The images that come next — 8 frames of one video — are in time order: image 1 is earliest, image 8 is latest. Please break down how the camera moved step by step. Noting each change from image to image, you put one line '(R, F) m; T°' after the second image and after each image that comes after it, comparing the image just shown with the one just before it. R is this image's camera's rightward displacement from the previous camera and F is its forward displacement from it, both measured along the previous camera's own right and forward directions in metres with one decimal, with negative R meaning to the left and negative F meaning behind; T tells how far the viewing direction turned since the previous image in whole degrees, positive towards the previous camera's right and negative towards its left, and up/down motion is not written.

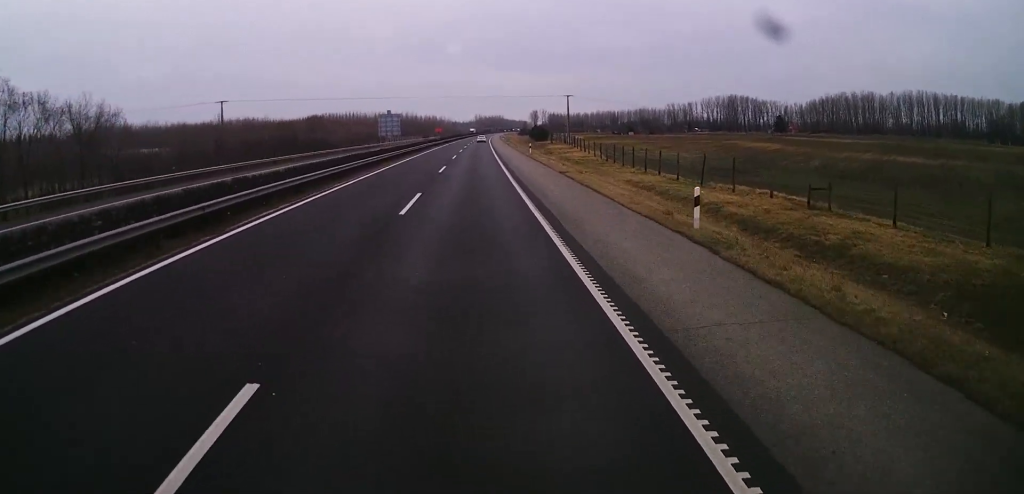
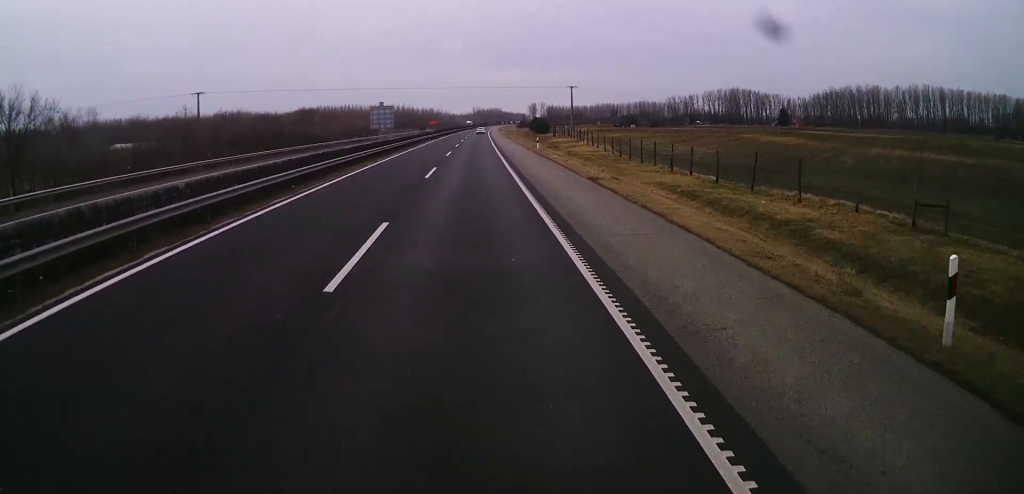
(0.0, +8.9) m; 0°
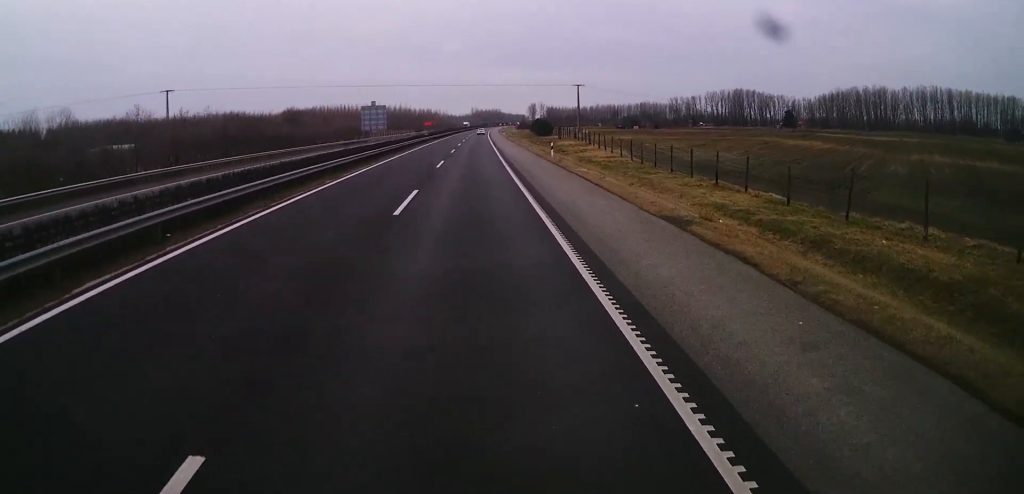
(0.0, +10.5) m; 0°
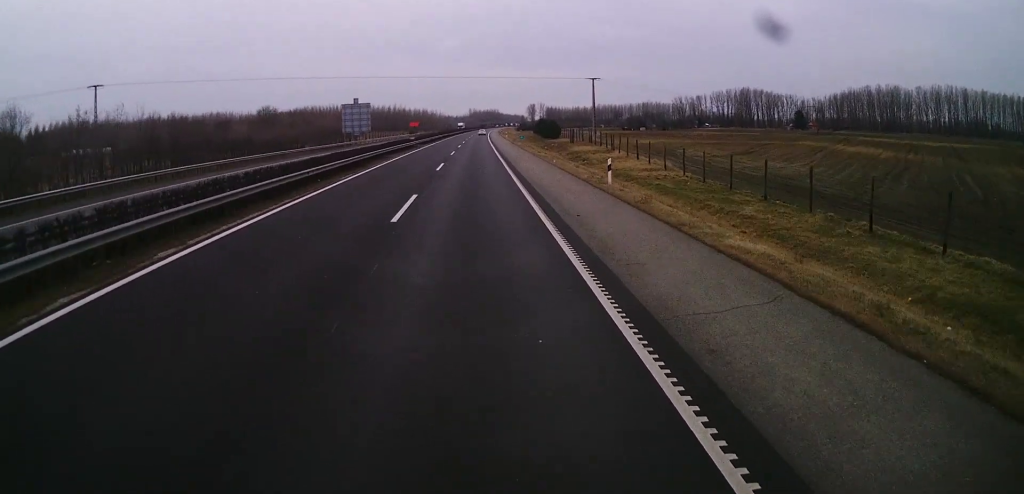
(0.0, +18.9) m; 0°
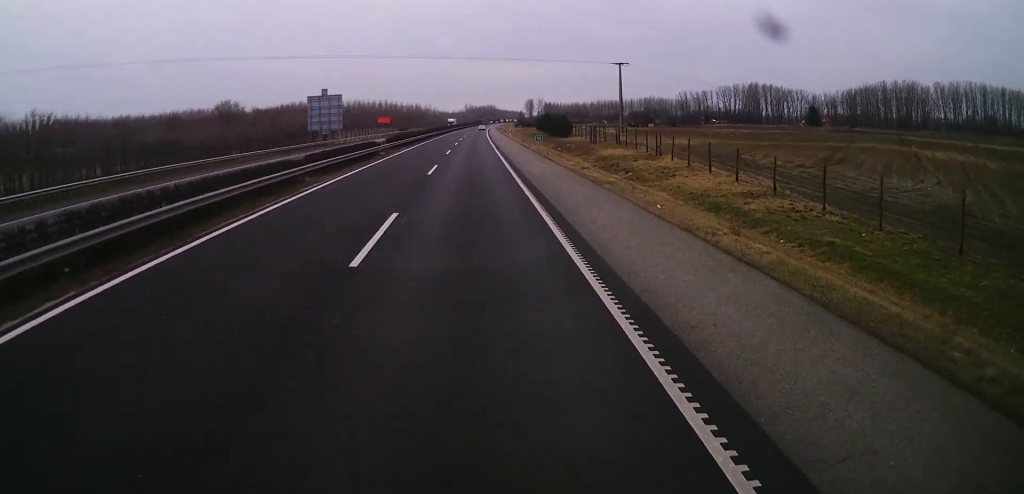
(0.0, +23.7) m; 0°
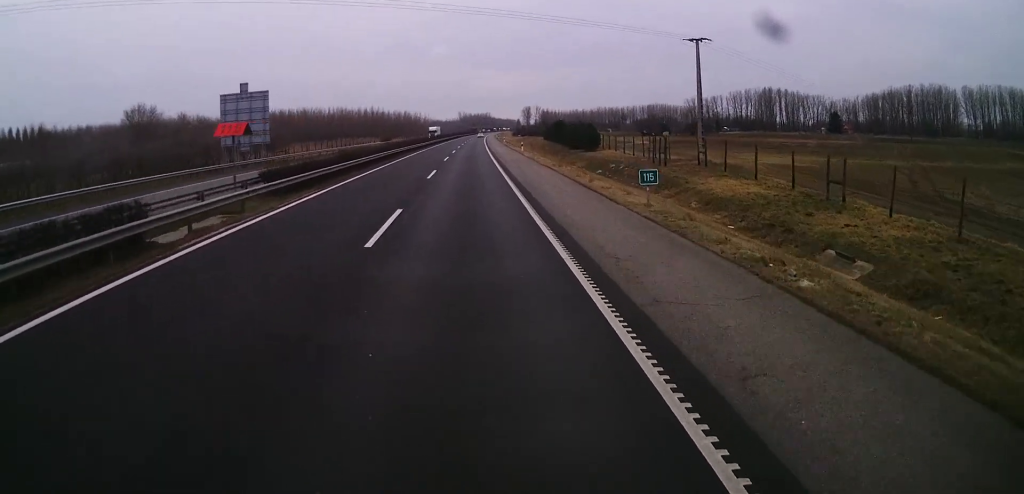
(+0.3, +34.5) m; +1°
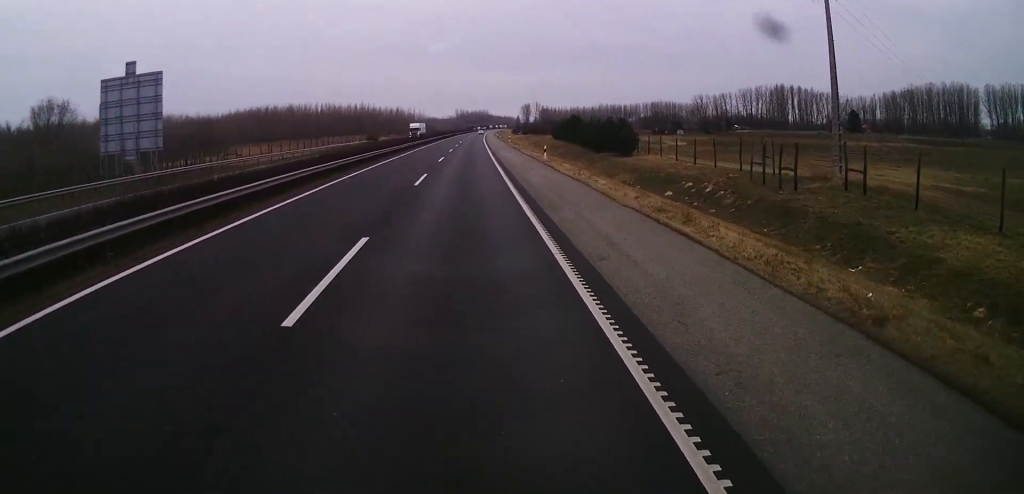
(0.0, +23.9) m; 0°
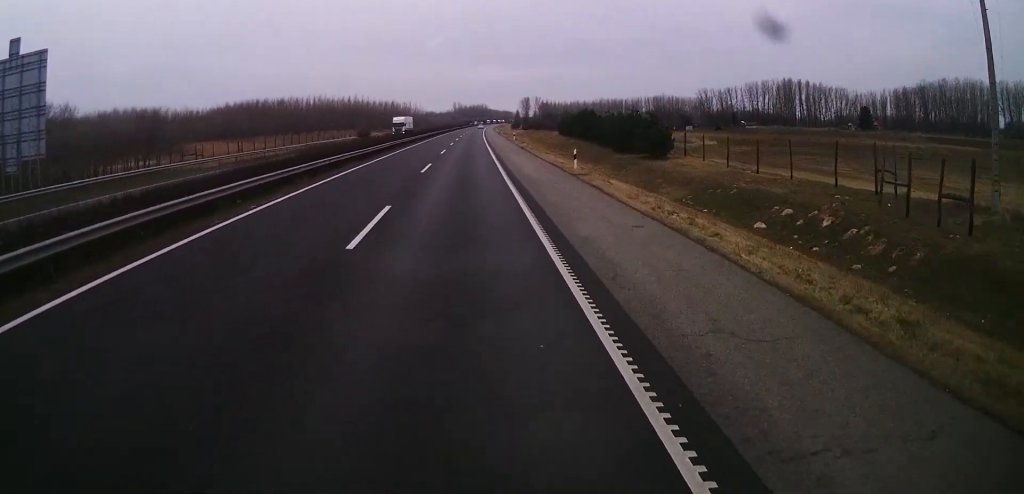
(-0.1, +13.8) m; 0°
